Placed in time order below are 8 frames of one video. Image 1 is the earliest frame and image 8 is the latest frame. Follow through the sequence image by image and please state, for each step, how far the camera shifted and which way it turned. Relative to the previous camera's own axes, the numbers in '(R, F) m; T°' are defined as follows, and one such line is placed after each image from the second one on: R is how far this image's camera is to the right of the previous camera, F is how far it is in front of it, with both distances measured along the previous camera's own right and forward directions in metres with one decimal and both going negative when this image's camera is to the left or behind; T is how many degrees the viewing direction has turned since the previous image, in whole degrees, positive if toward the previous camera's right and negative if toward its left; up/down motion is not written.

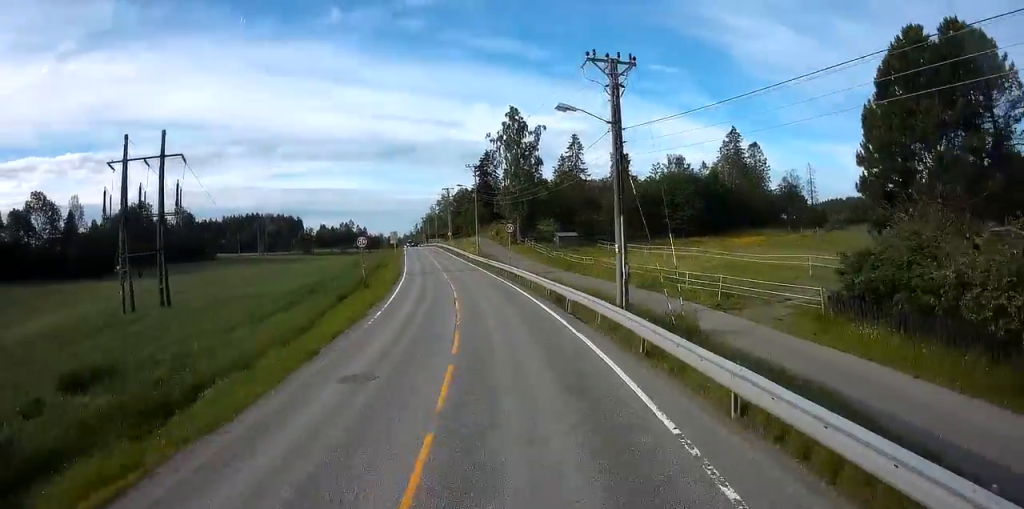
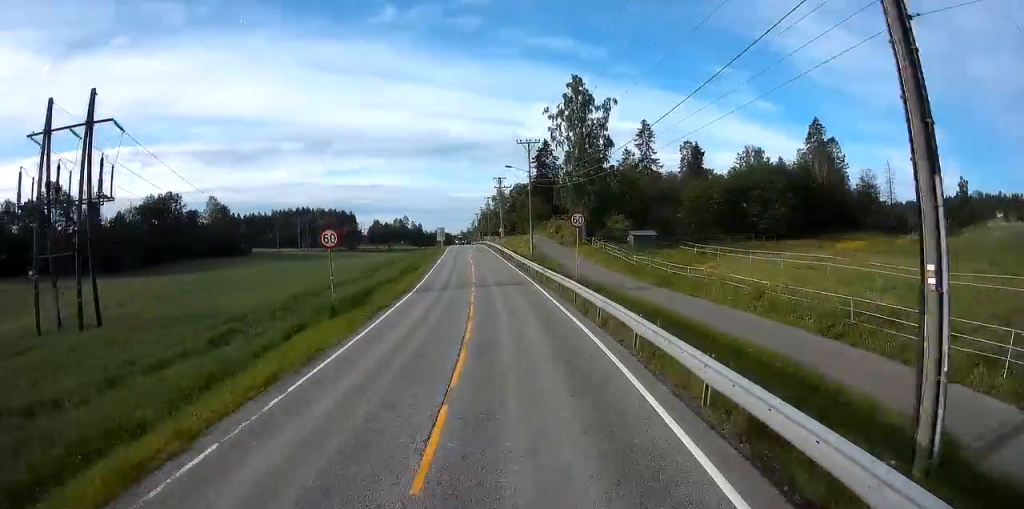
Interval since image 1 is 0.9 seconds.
(-0.5, +14.3) m; -5°
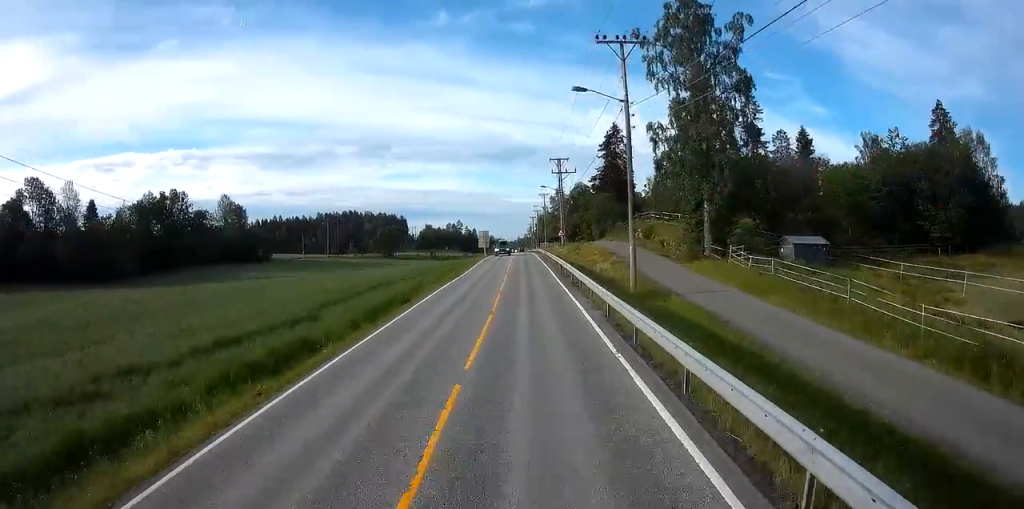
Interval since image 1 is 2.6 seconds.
(-2.2, +26.3) m; -8°
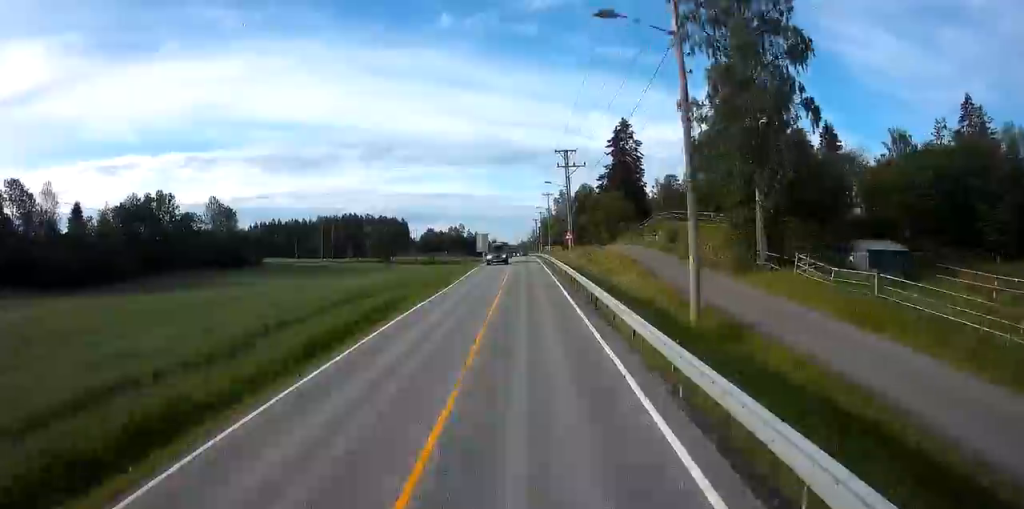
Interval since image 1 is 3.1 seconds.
(0.0, +8.1) m; 0°
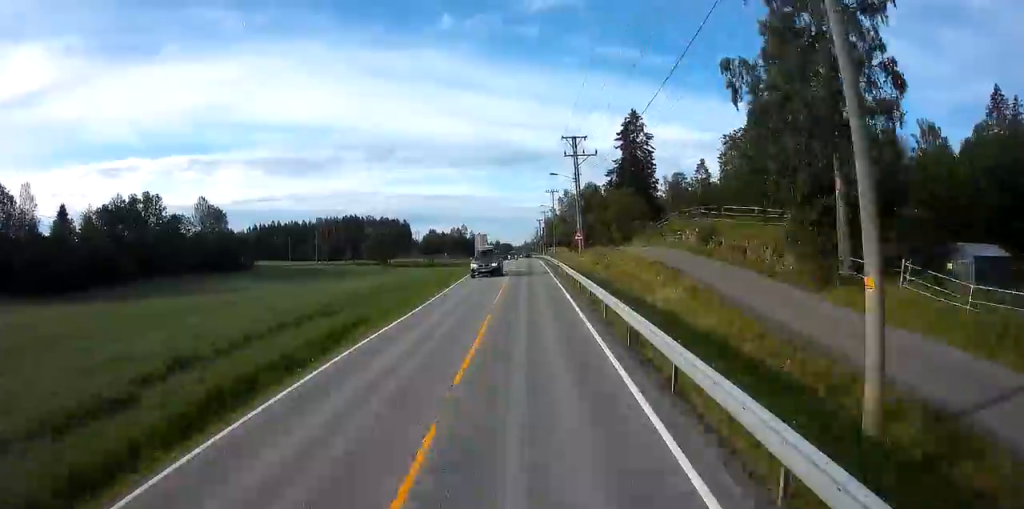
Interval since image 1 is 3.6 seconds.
(0.0, +7.6) m; 0°
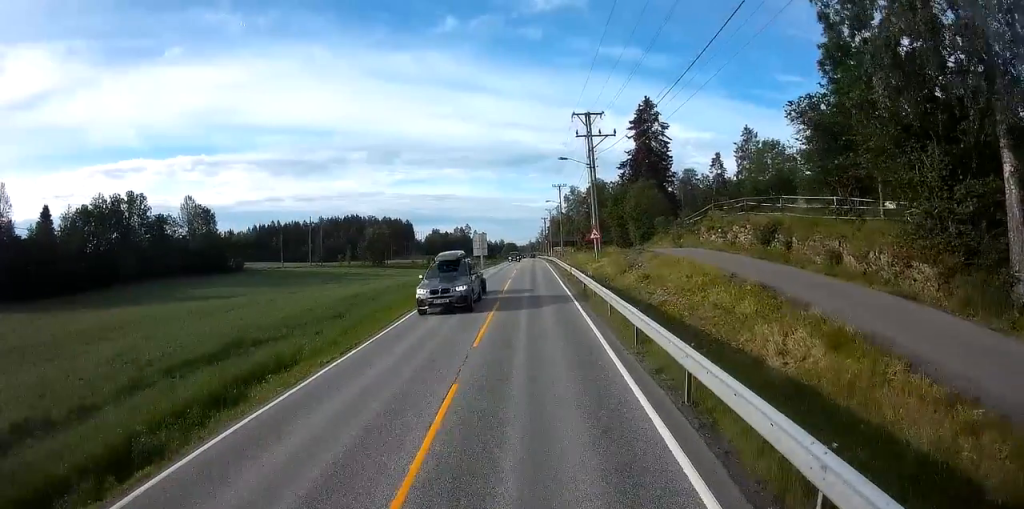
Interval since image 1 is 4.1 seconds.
(0.0, +8.8) m; 0°
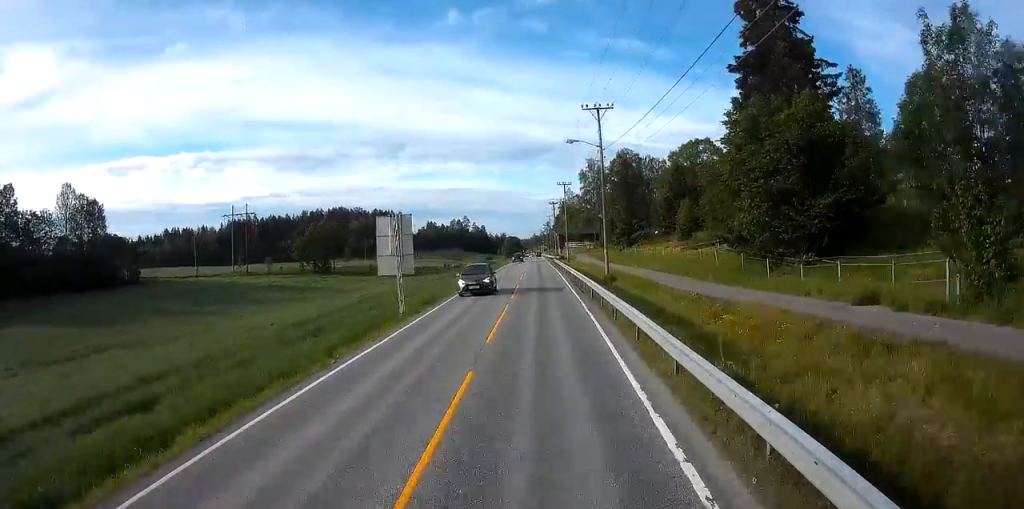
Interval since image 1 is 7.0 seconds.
(0.0, +47.2) m; 0°
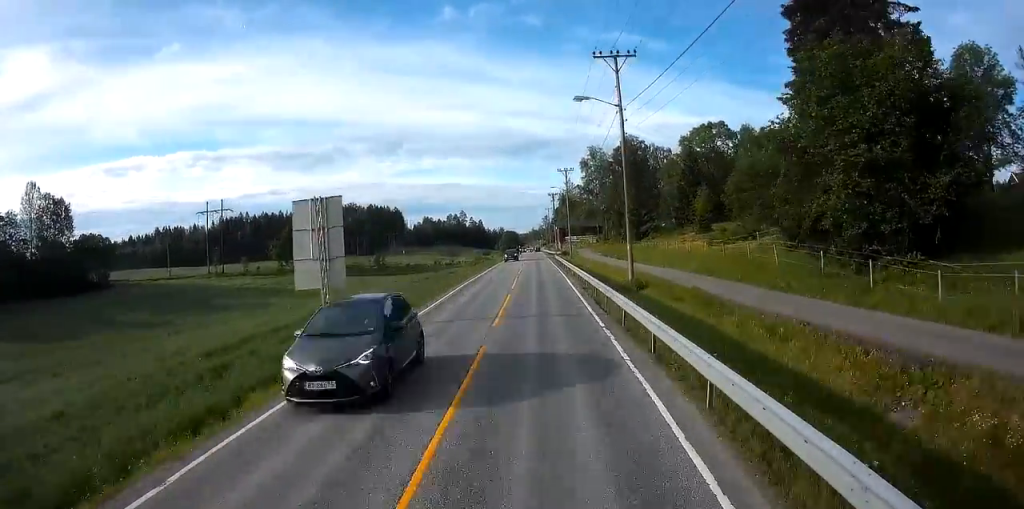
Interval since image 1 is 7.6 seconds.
(0.0, +9.6) m; 0°
